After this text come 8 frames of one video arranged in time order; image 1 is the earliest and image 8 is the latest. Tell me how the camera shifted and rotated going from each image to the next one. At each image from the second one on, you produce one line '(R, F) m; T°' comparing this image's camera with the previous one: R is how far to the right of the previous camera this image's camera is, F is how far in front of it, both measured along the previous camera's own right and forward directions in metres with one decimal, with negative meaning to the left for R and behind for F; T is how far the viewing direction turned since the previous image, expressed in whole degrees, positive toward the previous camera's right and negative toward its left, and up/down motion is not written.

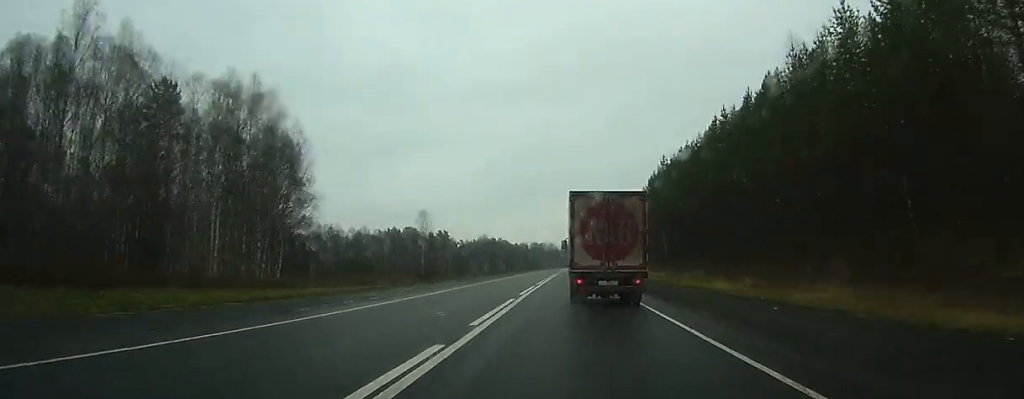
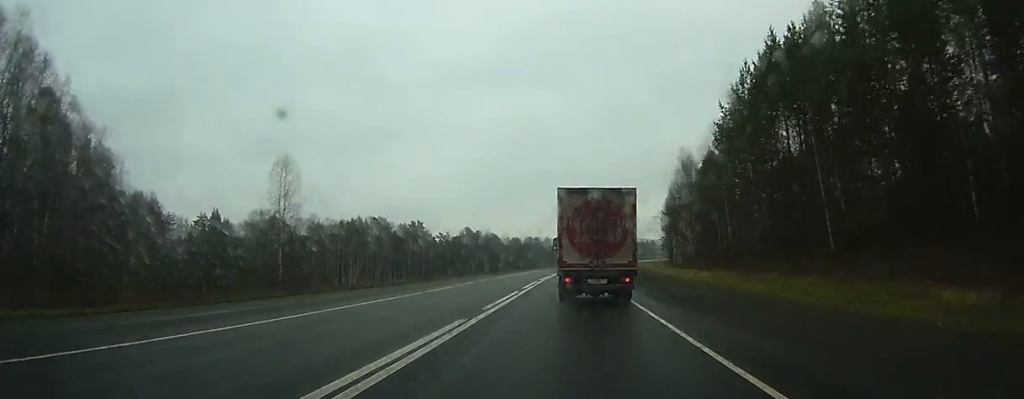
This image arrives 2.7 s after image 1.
(+0.4, +57.3) m; +1°
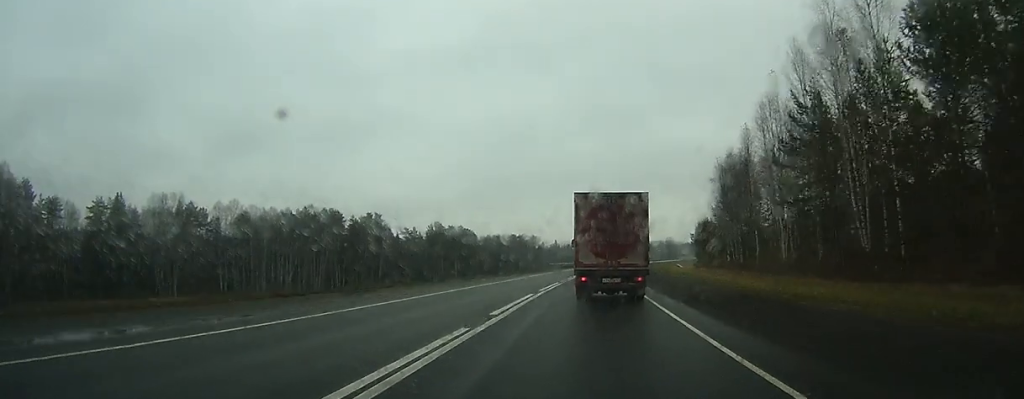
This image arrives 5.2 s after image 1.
(+0.5, +51.0) m; +1°
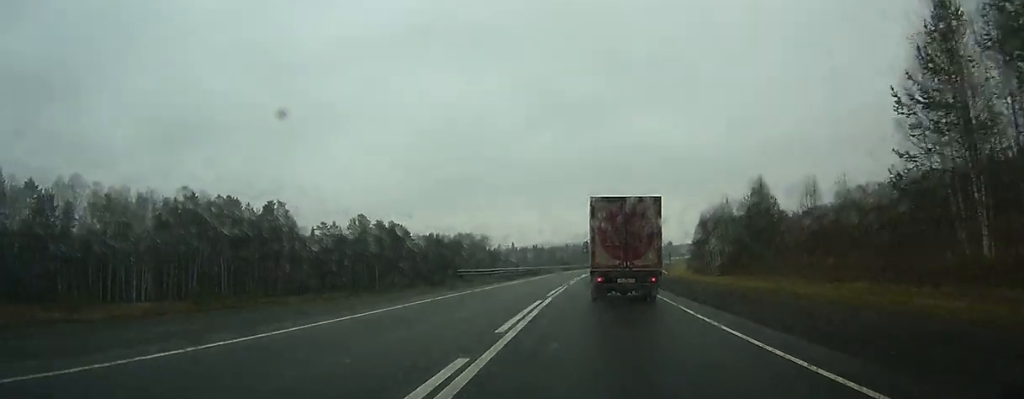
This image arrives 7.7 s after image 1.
(+1.0, +50.4) m; +3°
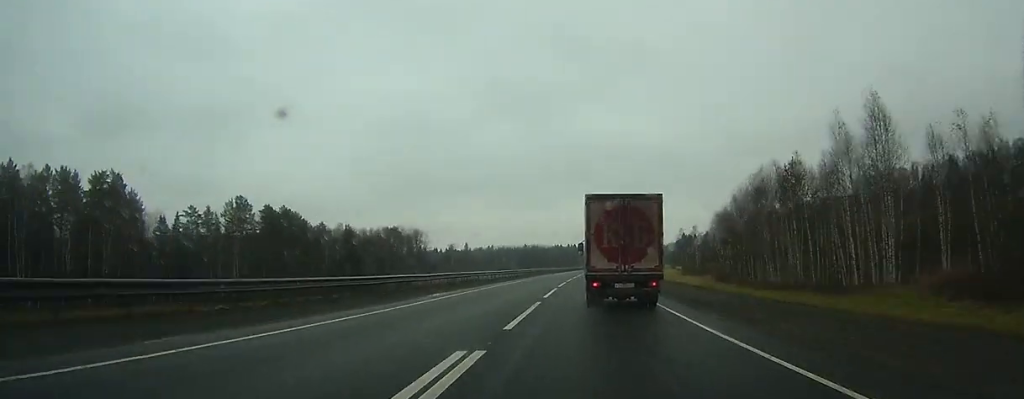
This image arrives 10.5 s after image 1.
(+1.7, +56.5) m; +3°
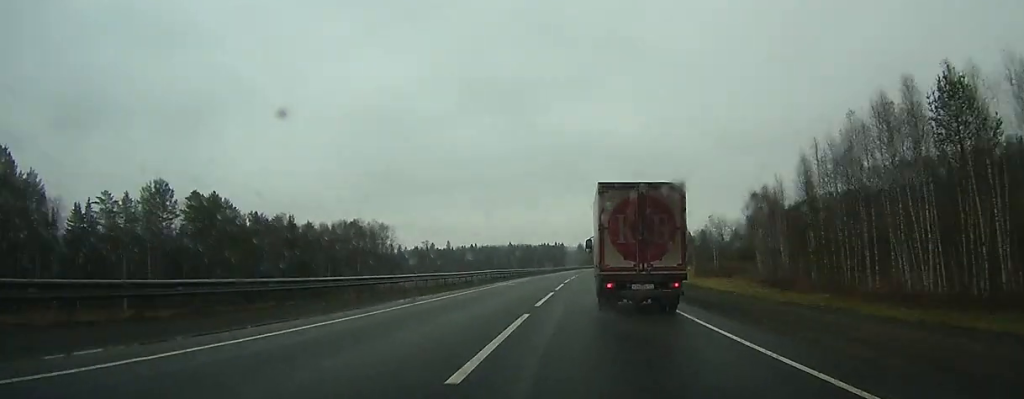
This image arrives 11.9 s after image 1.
(+0.4, +31.2) m; +1°
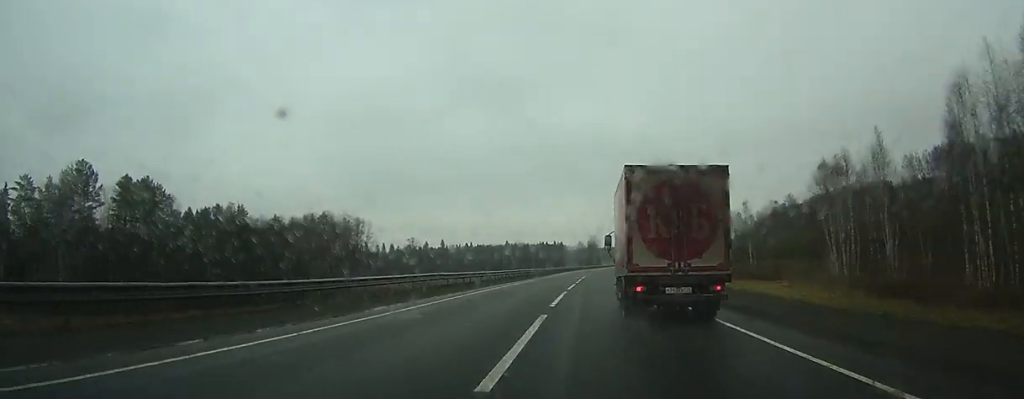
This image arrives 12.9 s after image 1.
(+0.1, +25.5) m; +1°
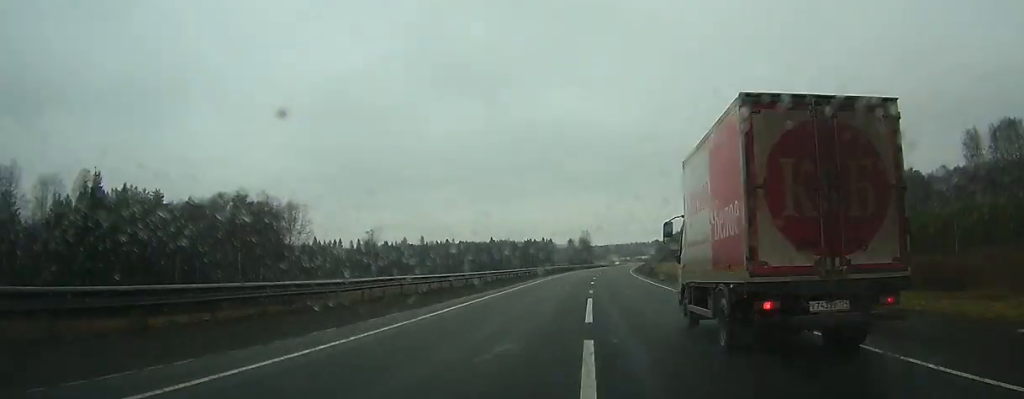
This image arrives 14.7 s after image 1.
(+0.4, +43.1) m; +1°
